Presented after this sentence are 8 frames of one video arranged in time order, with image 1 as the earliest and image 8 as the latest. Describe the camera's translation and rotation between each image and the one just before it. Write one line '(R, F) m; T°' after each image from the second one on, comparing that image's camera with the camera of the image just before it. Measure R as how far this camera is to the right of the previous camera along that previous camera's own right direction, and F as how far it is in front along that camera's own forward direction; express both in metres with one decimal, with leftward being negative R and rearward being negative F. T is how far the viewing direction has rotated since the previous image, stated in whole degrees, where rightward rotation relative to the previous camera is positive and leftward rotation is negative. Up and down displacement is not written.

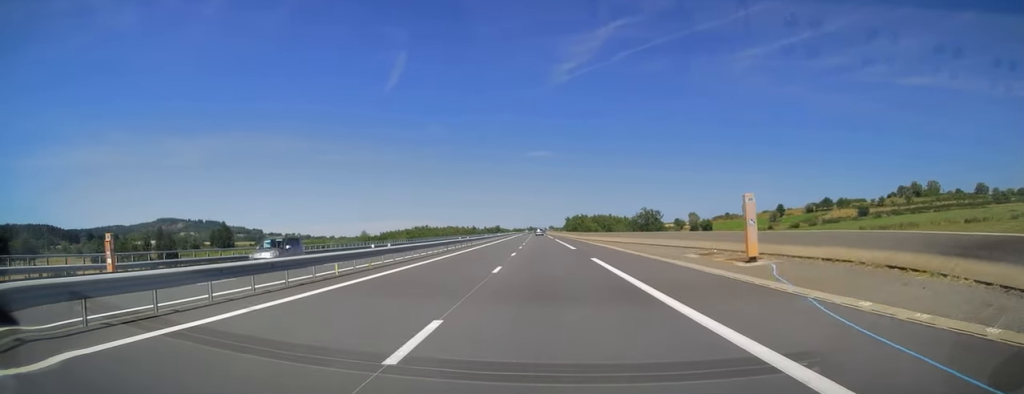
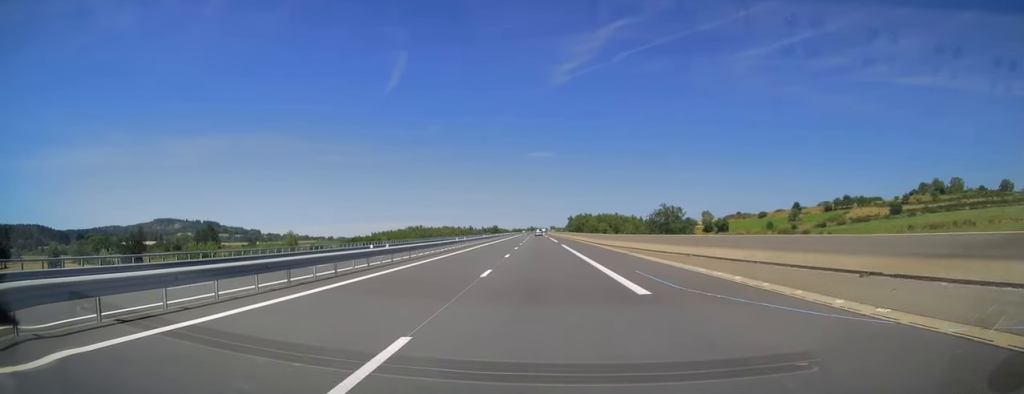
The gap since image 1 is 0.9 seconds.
(+0.1, +27.6) m; 0°
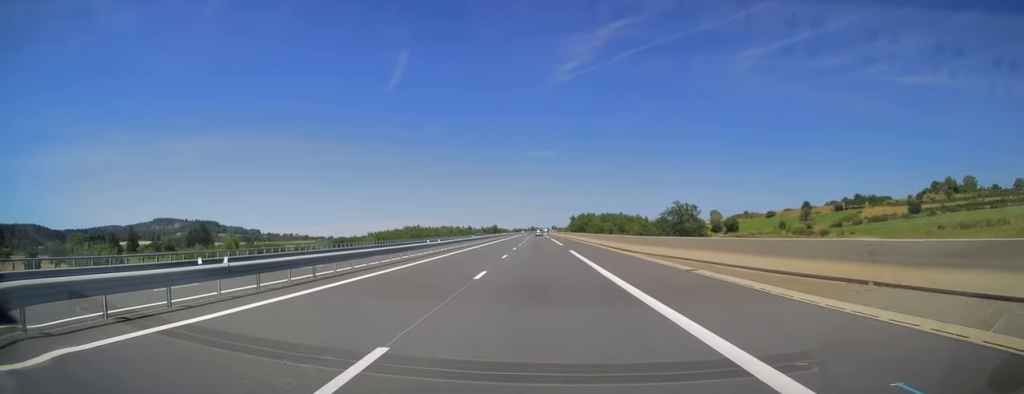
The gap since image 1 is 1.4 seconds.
(0.0, +13.8) m; 0°
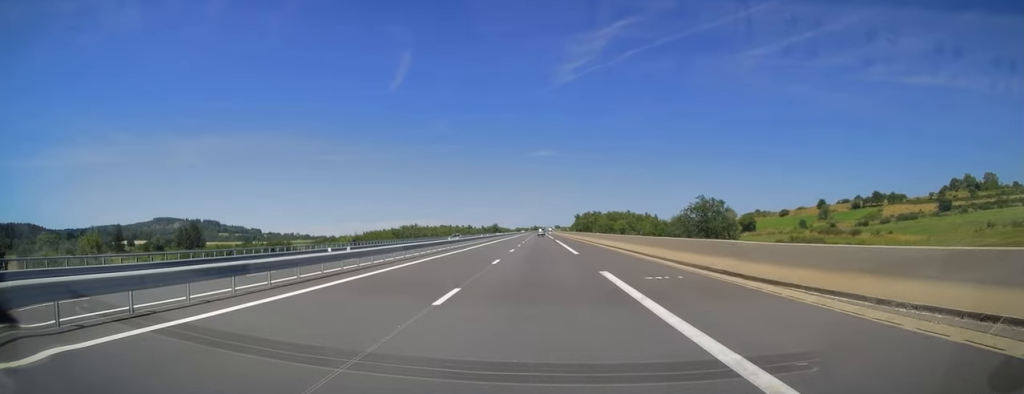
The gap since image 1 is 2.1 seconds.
(0.0, +19.2) m; 0°
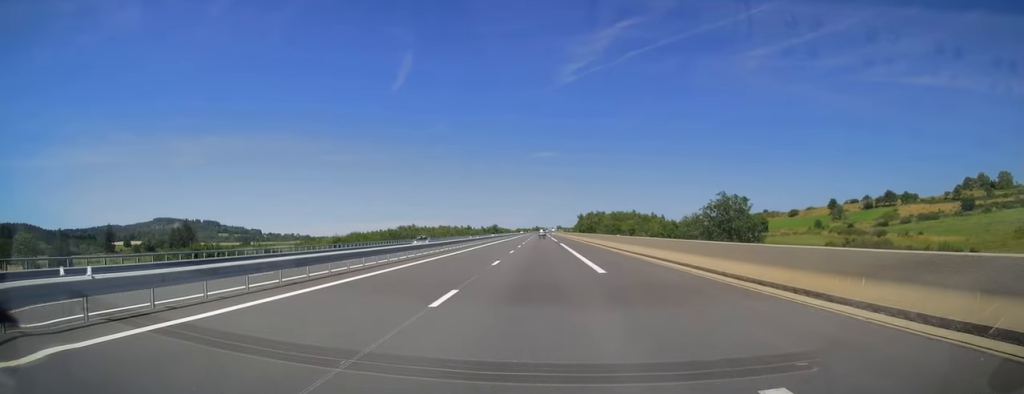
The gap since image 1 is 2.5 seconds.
(-0.1, +13.3) m; 0°
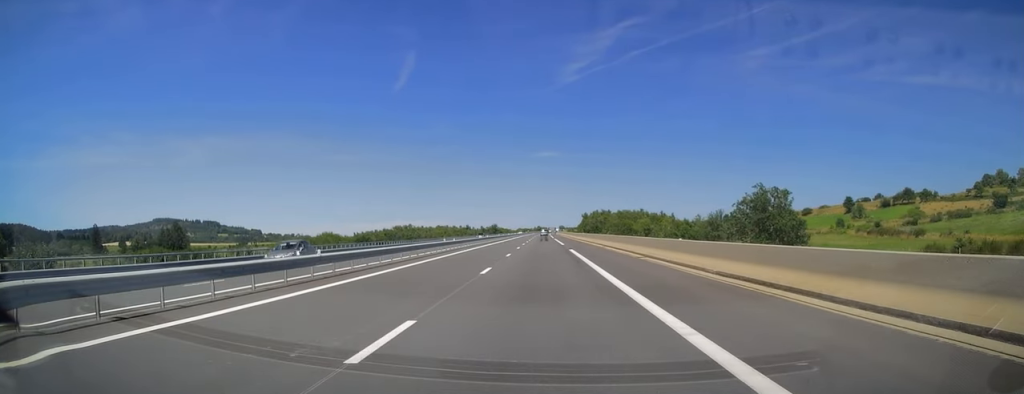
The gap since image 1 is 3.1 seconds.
(-0.1, +17.7) m; 0°
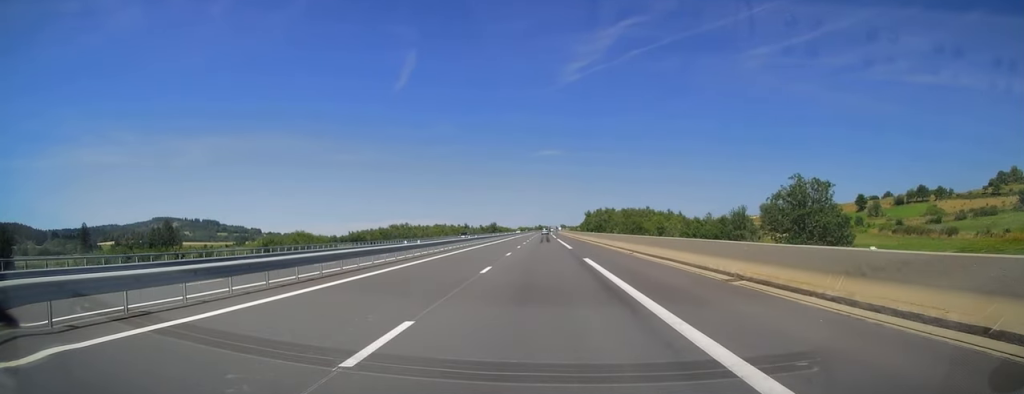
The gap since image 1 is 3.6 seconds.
(0.0, +13.3) m; 0°
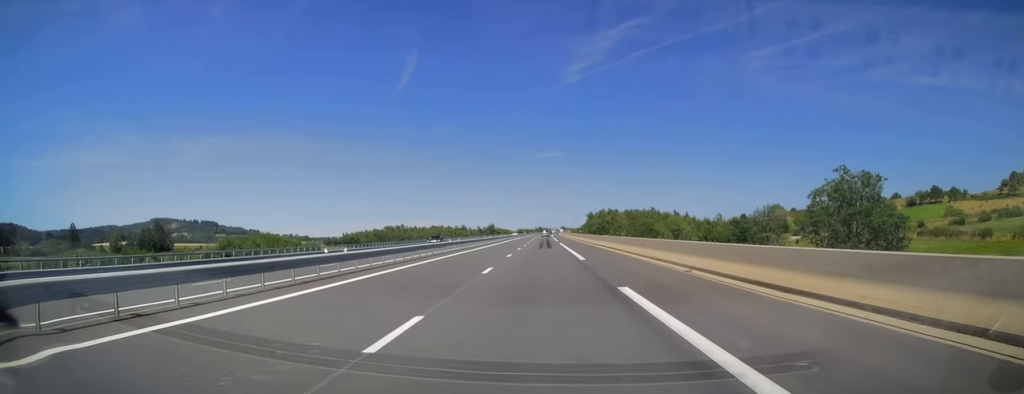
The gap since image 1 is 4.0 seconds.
(+0.1, +12.3) m; 0°
